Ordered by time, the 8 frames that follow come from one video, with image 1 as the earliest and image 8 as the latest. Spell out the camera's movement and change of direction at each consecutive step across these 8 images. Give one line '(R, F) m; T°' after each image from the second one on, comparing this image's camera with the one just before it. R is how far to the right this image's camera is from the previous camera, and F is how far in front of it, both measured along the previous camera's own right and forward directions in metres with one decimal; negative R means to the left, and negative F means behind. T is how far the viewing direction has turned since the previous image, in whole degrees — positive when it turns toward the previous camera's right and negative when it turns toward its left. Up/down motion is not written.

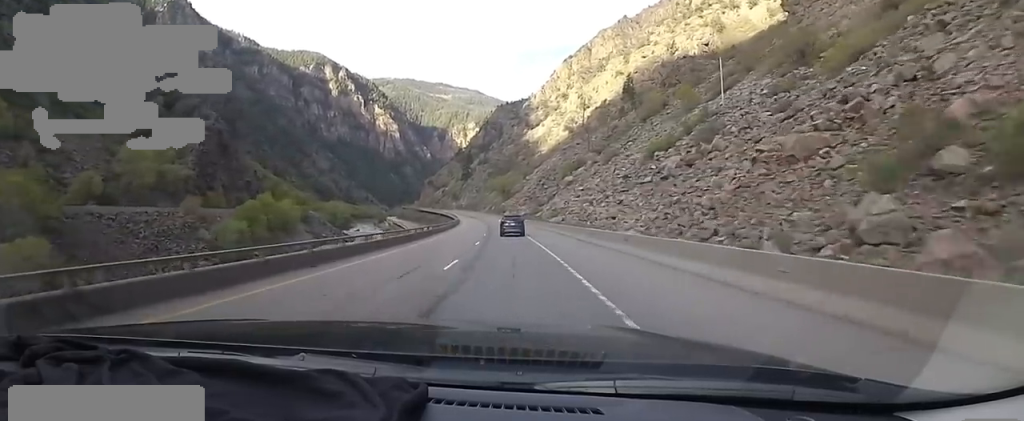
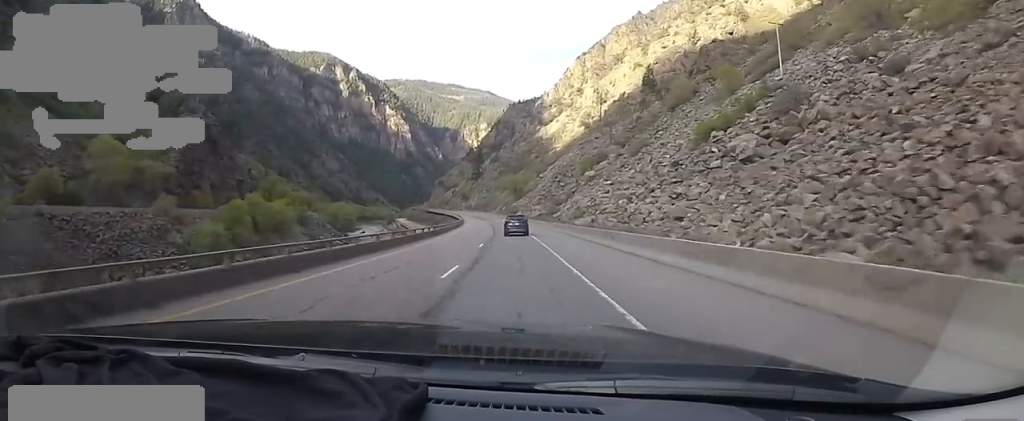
(-0.5, +14.8) m; -2°
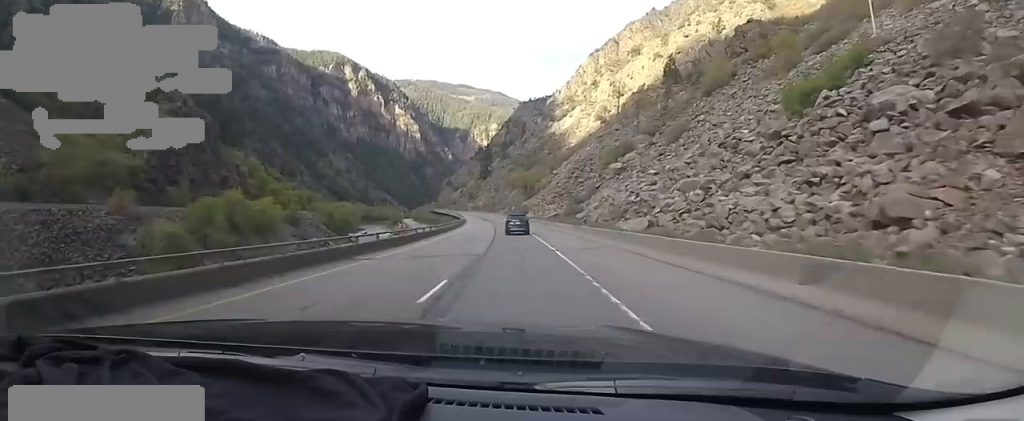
(+0.1, +15.5) m; -1°
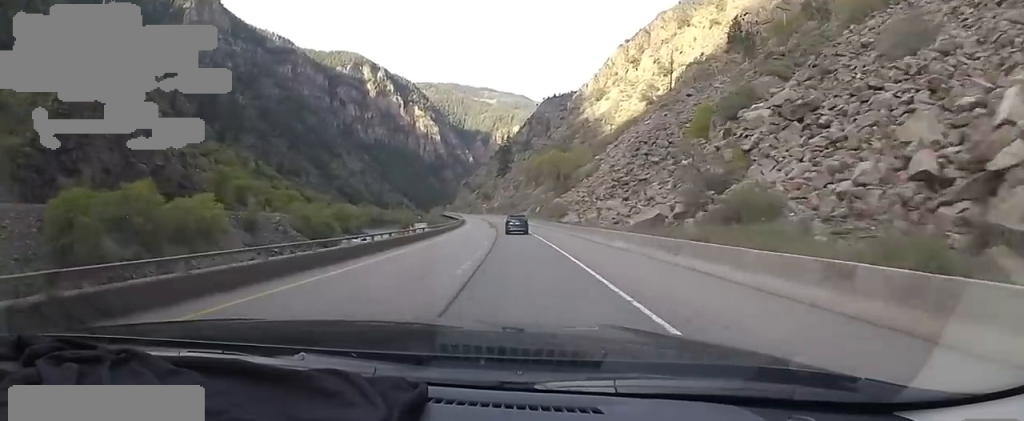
(-0.6, +40.5) m; 0°
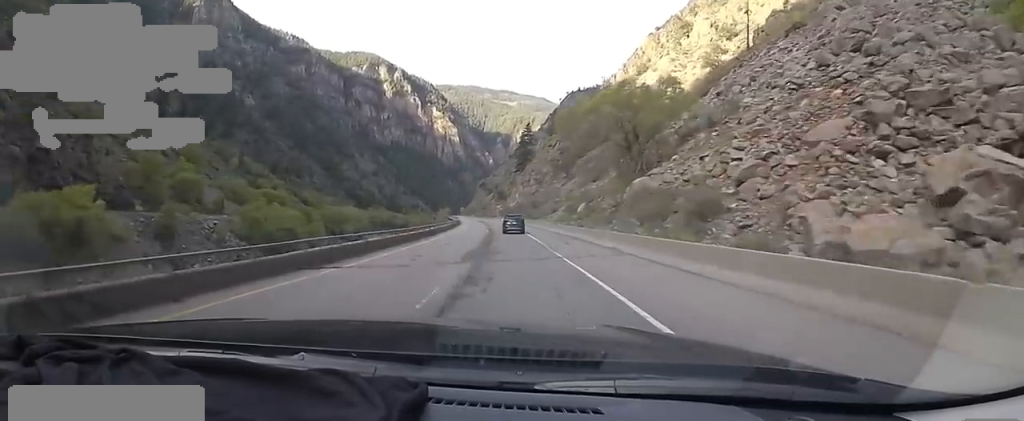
(-0.9, +40.5) m; -4°
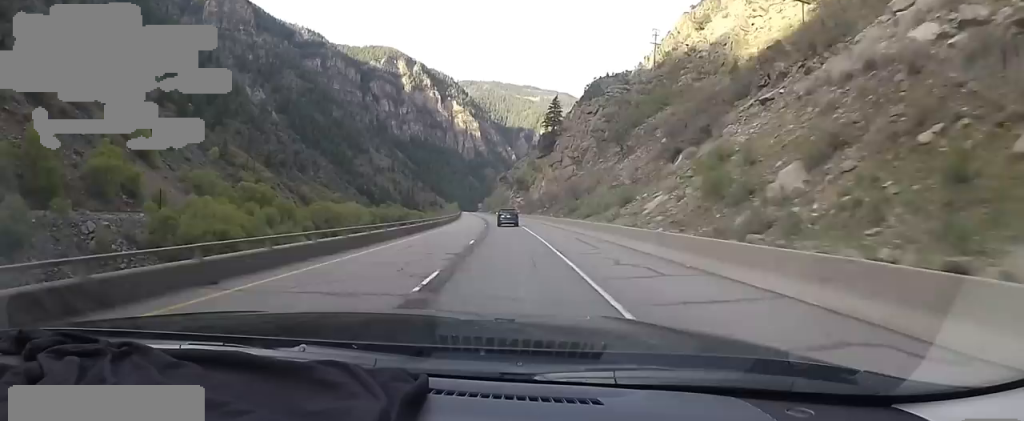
(-0.2, +38.4) m; -2°
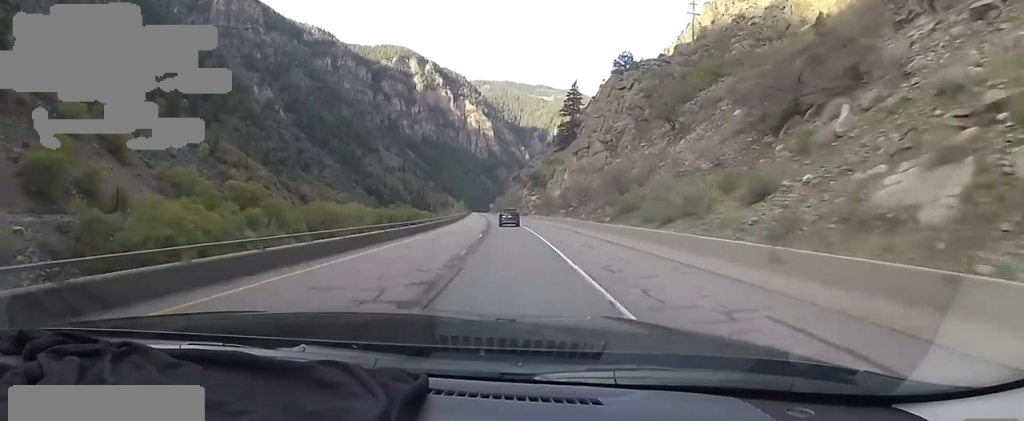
(-0.6, +18.8) m; -2°
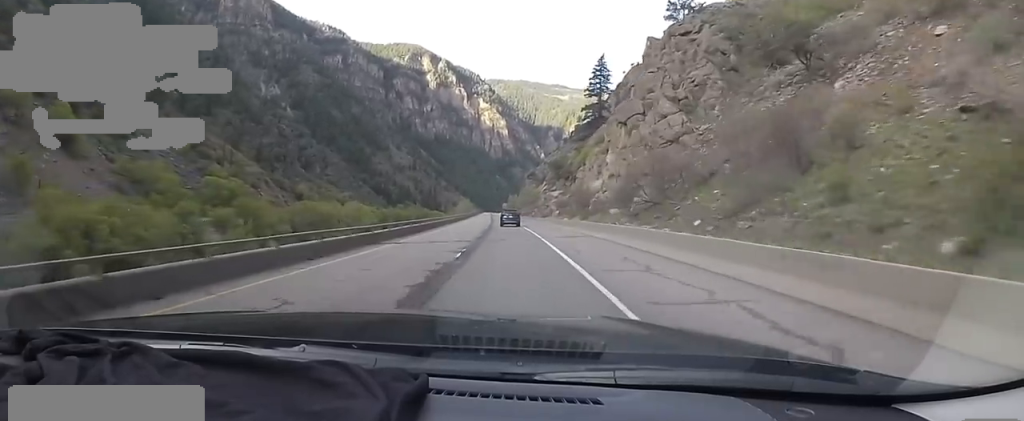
(-0.5, +23.9) m; -2°
